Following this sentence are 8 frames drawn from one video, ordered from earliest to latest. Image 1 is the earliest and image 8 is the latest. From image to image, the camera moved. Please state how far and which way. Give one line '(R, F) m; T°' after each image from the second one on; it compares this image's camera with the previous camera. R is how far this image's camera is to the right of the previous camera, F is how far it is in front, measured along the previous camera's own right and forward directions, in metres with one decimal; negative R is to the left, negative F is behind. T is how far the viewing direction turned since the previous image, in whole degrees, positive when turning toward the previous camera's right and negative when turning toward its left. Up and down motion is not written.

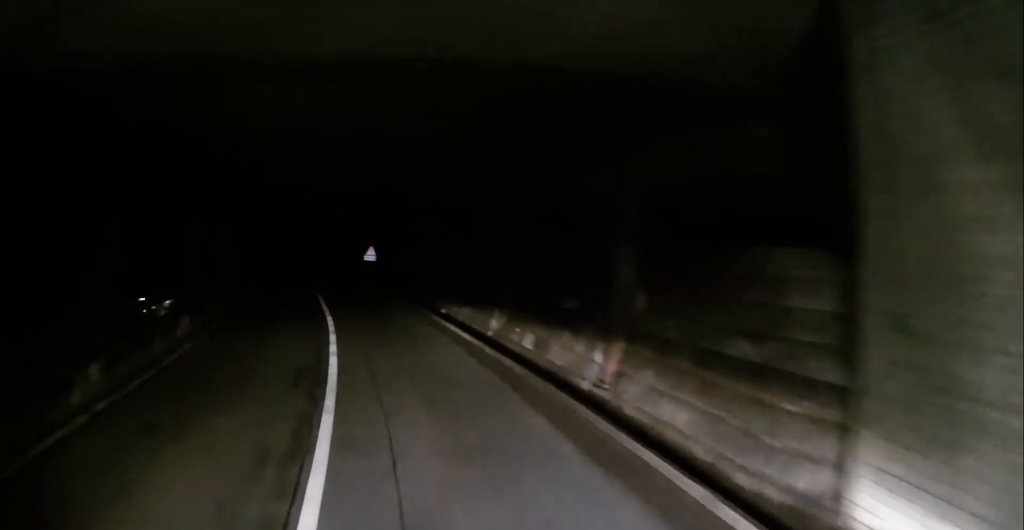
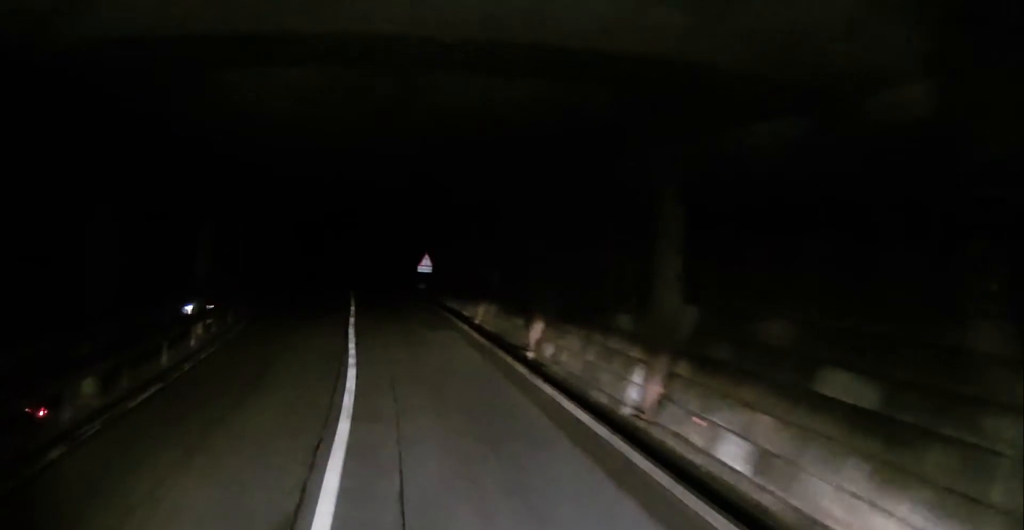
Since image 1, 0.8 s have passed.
(-0.2, +6.6) m; 0°
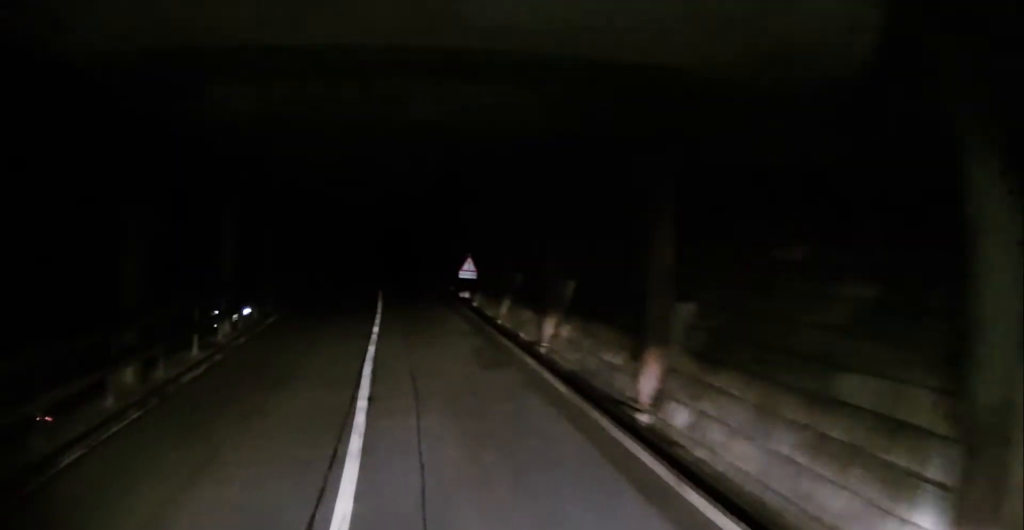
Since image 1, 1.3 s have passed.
(+0.1, +4.9) m; 0°
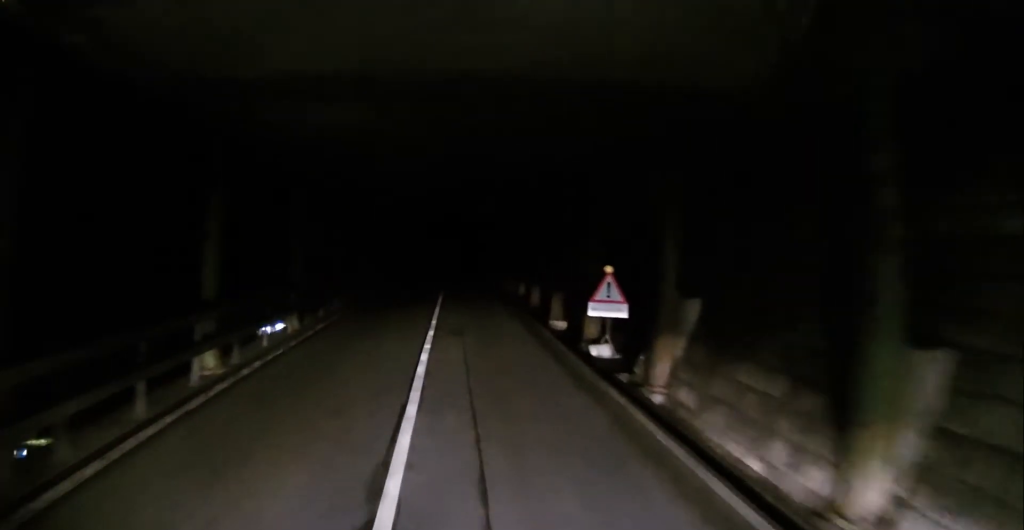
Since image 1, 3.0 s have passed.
(-0.1, +14.3) m; 0°
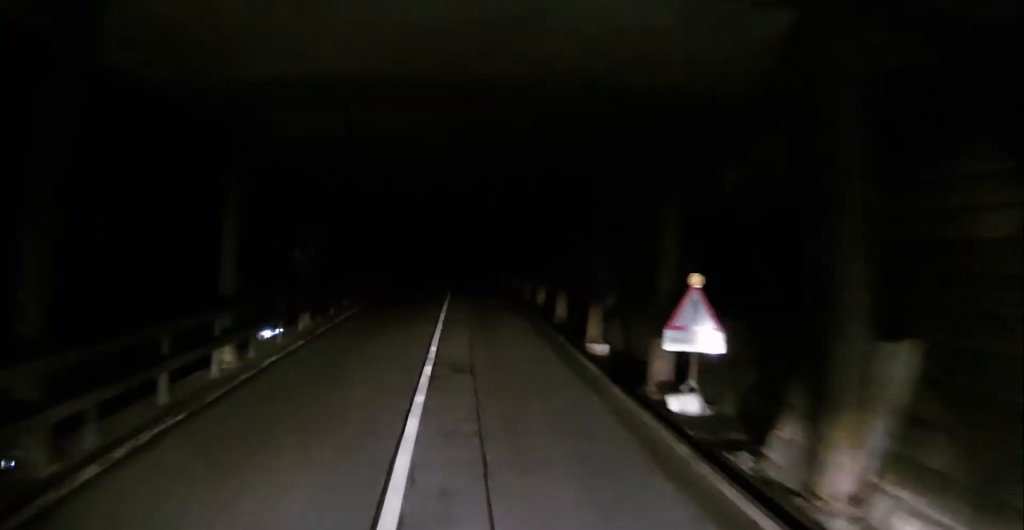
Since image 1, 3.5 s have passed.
(+0.1, +4.6) m; 0°
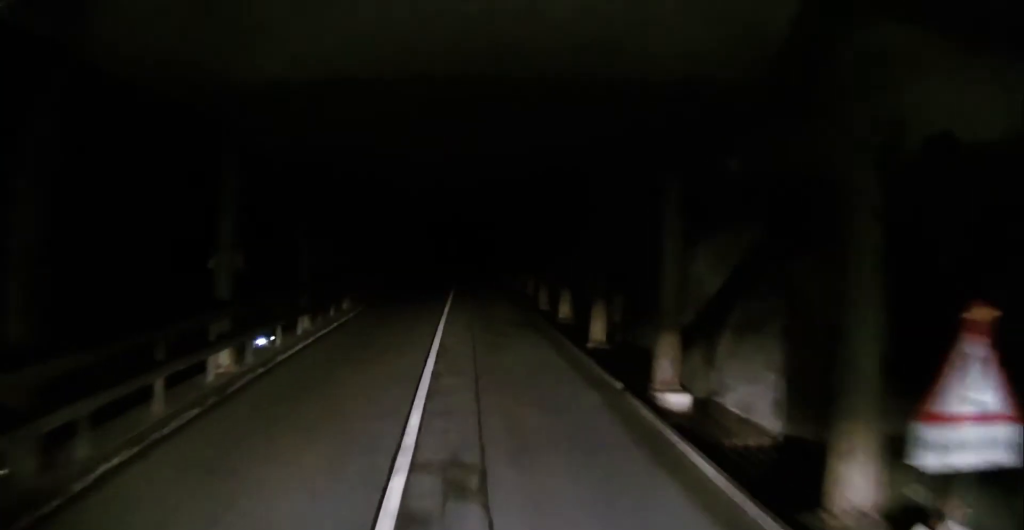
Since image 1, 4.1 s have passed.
(0.0, +5.1) m; 0°
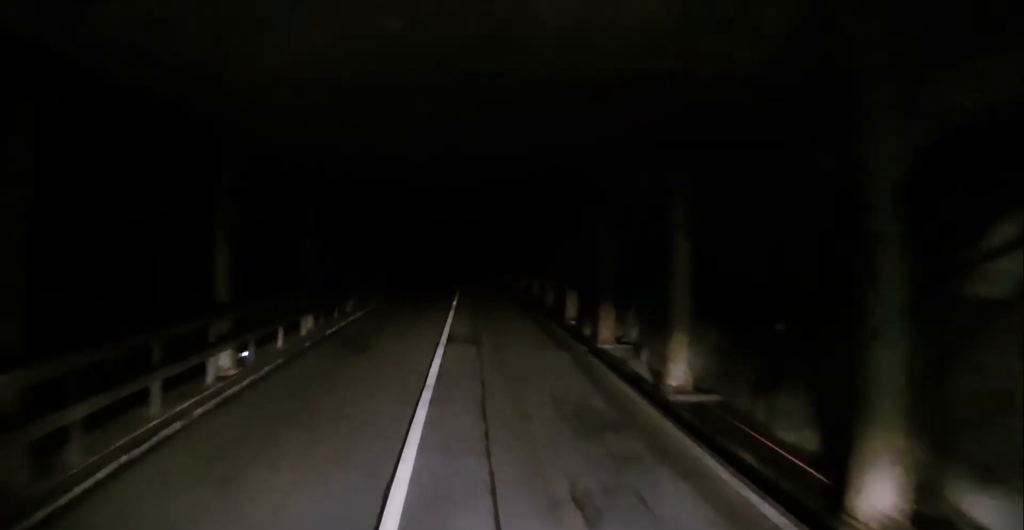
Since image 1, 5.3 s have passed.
(0.0, +10.0) m; 0°
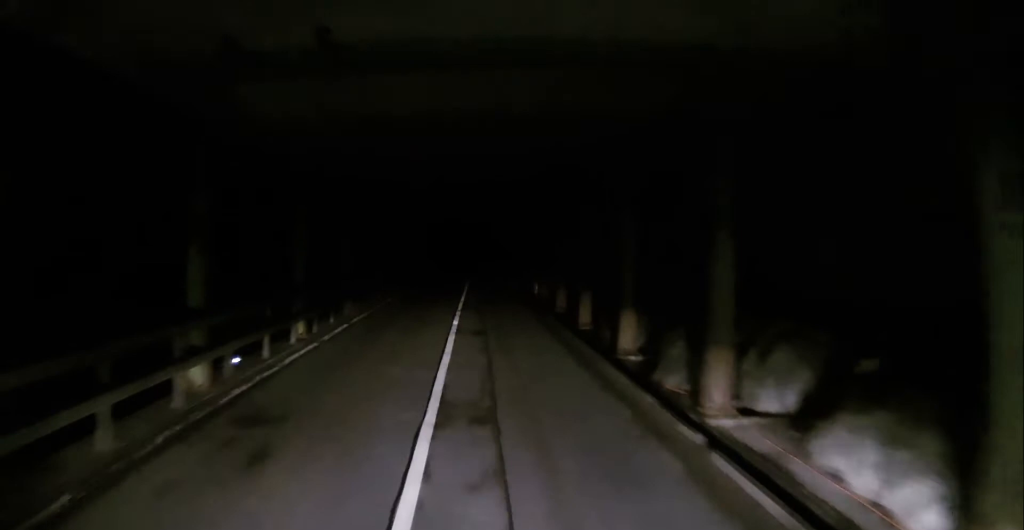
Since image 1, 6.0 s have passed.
(0.0, +6.0) m; 0°
